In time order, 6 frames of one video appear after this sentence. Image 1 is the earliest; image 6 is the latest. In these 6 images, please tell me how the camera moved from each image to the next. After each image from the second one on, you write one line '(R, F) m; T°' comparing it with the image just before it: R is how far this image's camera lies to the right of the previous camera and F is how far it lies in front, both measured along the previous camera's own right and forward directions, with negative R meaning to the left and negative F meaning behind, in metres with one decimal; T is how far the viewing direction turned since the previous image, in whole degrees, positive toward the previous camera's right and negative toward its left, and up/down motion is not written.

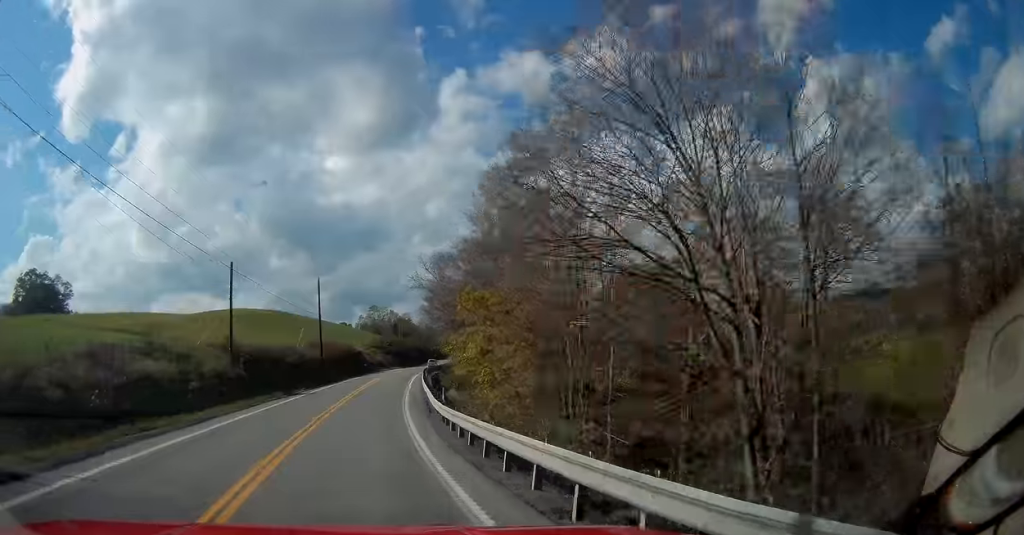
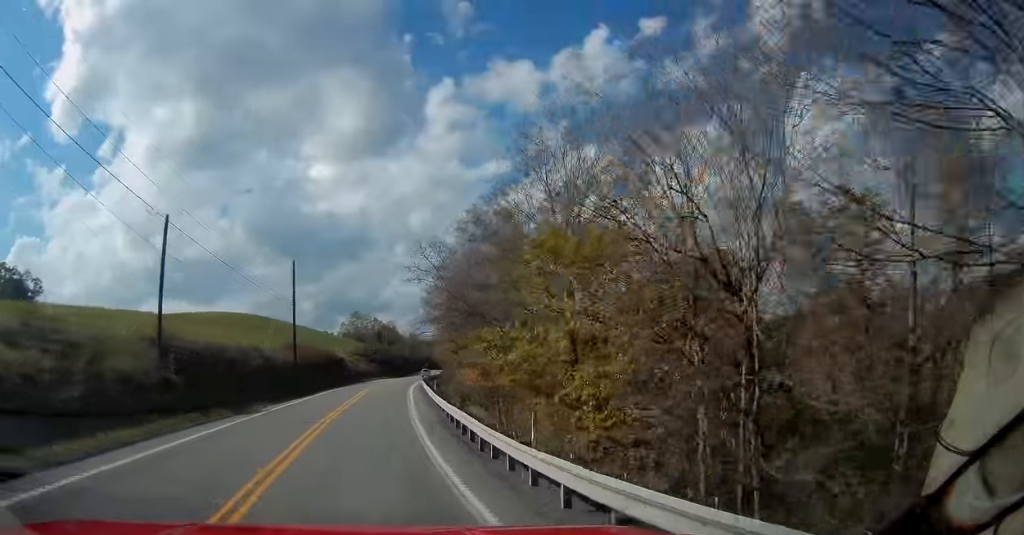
(+0.4, +12.7) m; +2°
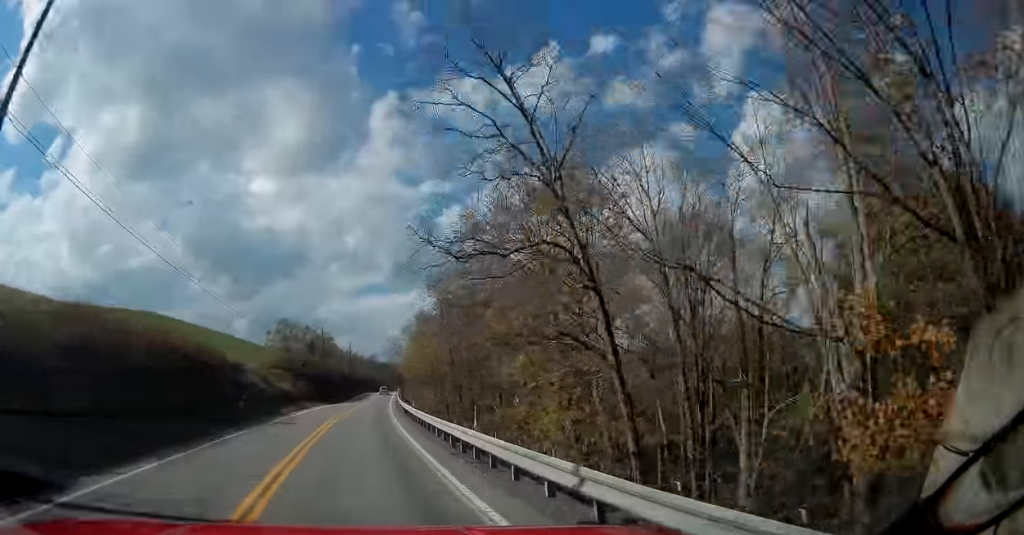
(+2.0, +41.1) m; +6°
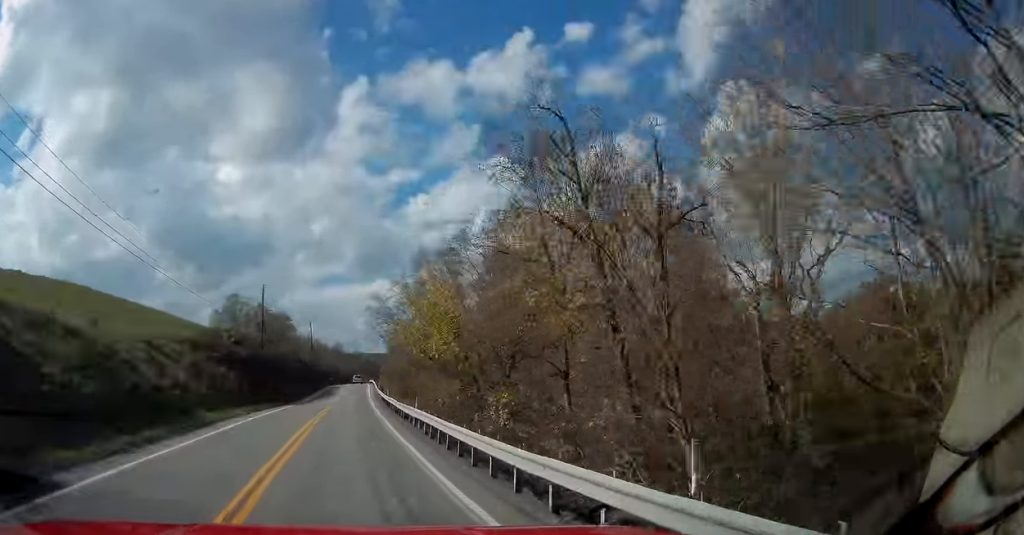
(+1.2, +32.9) m; +3°
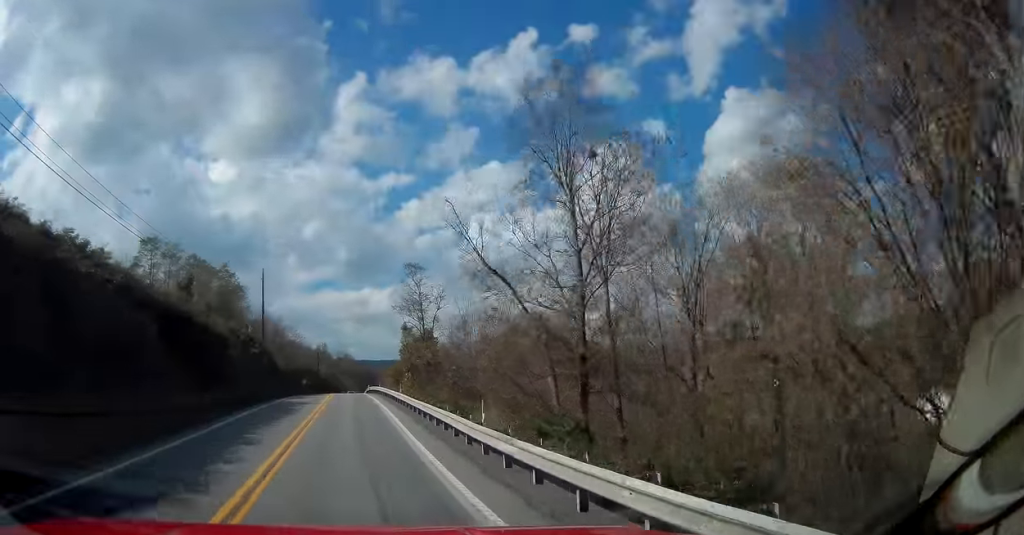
(+1.0, +59.9) m; +1°
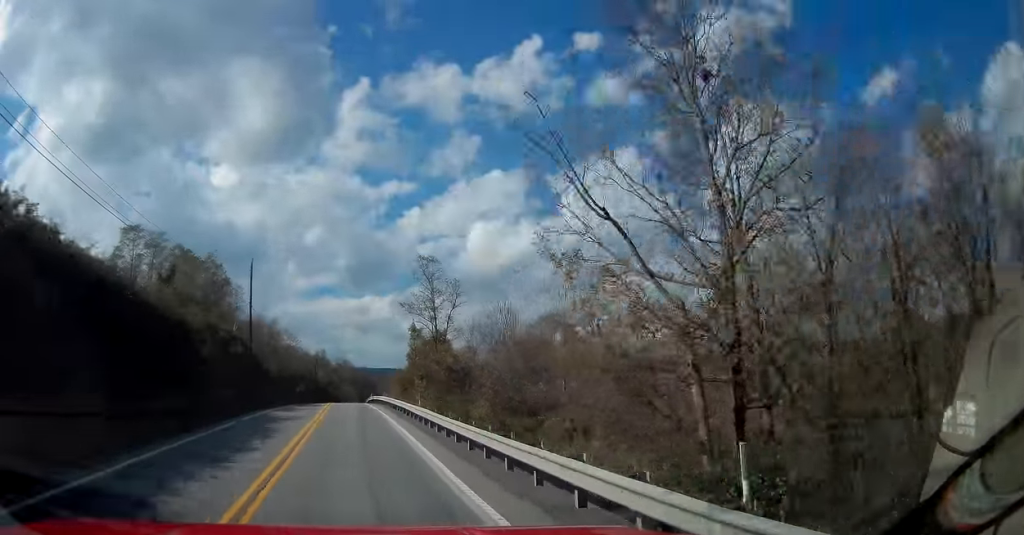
(0.0, +9.2) m; 0°
